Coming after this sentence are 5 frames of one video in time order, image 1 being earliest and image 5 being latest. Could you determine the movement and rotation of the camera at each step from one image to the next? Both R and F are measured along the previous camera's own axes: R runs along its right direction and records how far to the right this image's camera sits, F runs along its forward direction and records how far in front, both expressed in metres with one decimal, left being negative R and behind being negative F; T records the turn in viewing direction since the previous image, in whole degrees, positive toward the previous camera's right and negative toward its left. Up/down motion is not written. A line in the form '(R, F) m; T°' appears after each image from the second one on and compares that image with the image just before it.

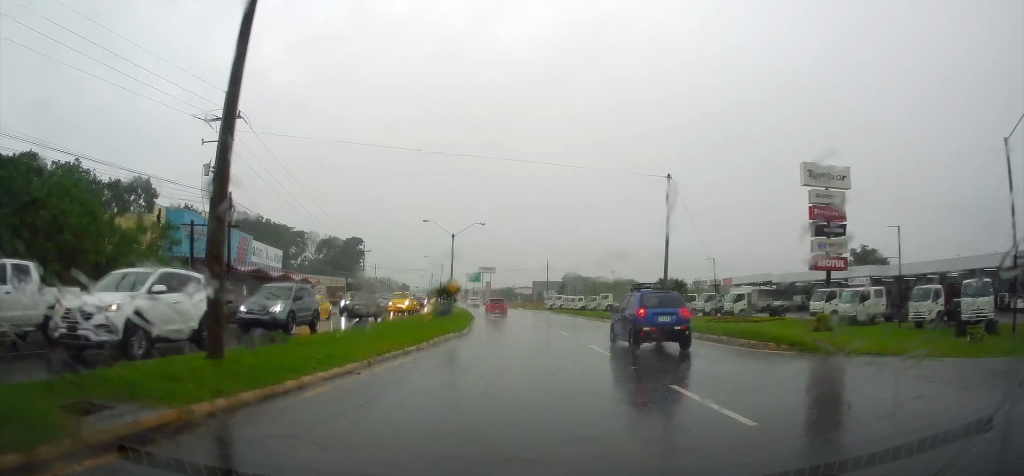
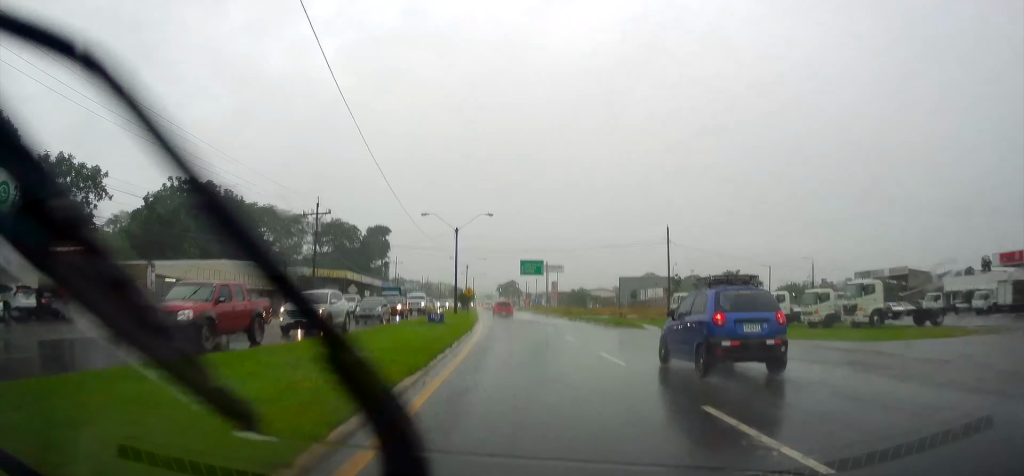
(-2.1, +56.6) m; -3°
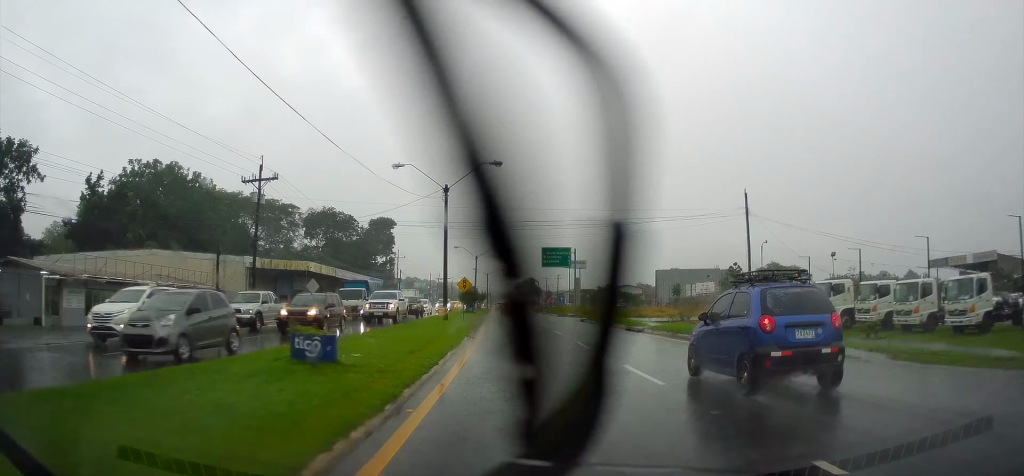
(0.0, +18.6) m; -1°
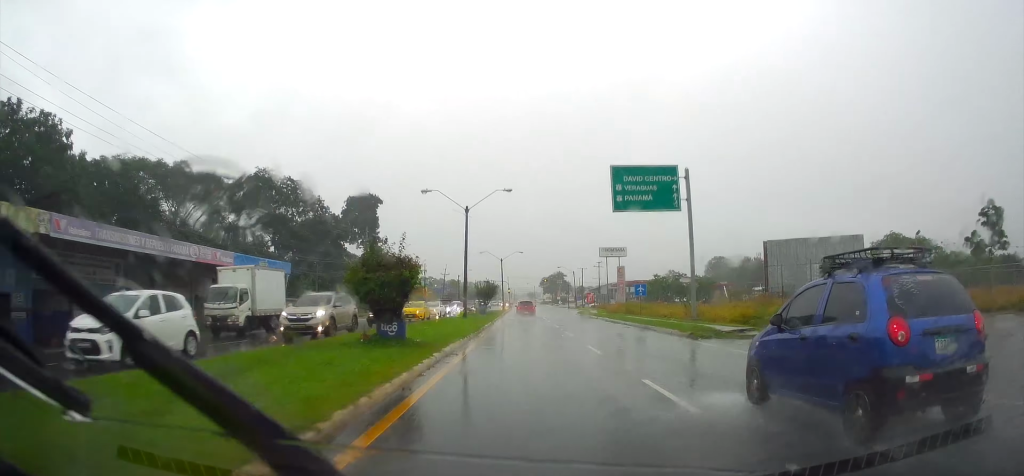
(-1.6, +43.2) m; -4°
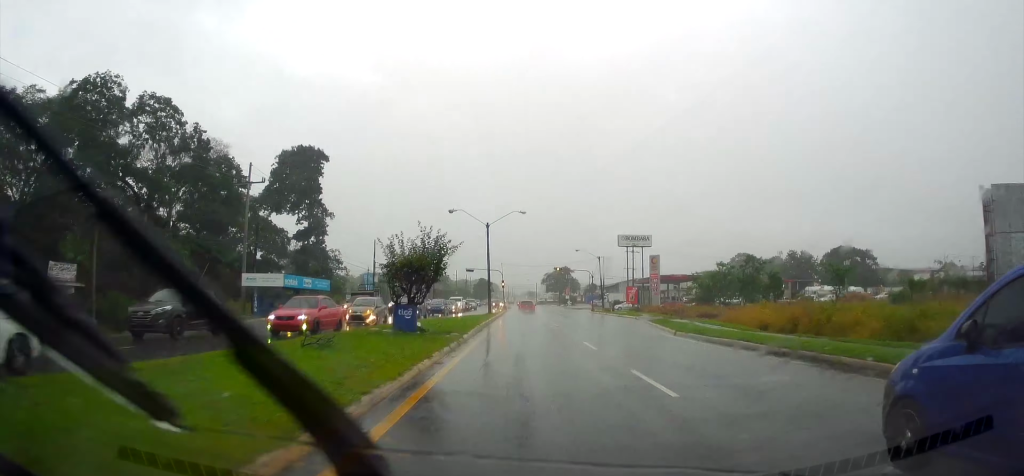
(-0.5, +38.8) m; 0°
